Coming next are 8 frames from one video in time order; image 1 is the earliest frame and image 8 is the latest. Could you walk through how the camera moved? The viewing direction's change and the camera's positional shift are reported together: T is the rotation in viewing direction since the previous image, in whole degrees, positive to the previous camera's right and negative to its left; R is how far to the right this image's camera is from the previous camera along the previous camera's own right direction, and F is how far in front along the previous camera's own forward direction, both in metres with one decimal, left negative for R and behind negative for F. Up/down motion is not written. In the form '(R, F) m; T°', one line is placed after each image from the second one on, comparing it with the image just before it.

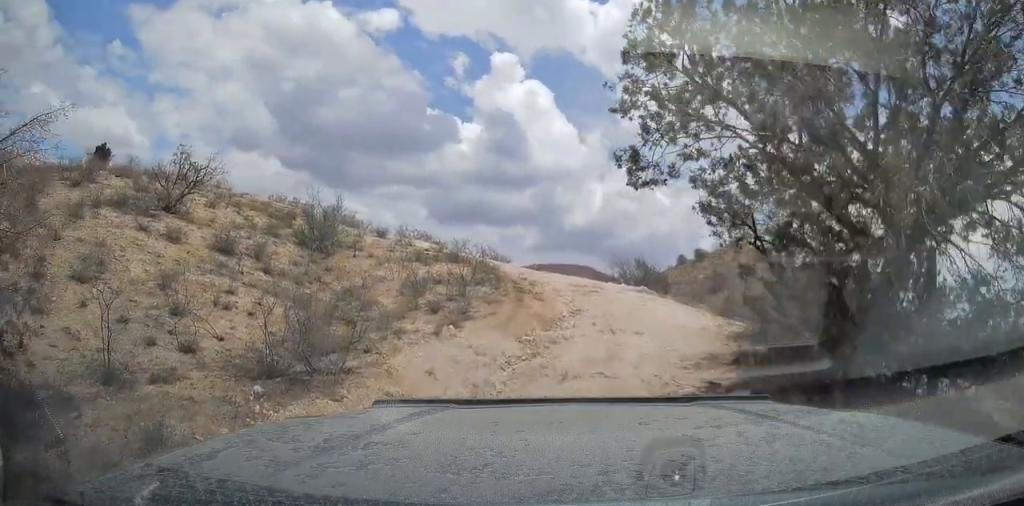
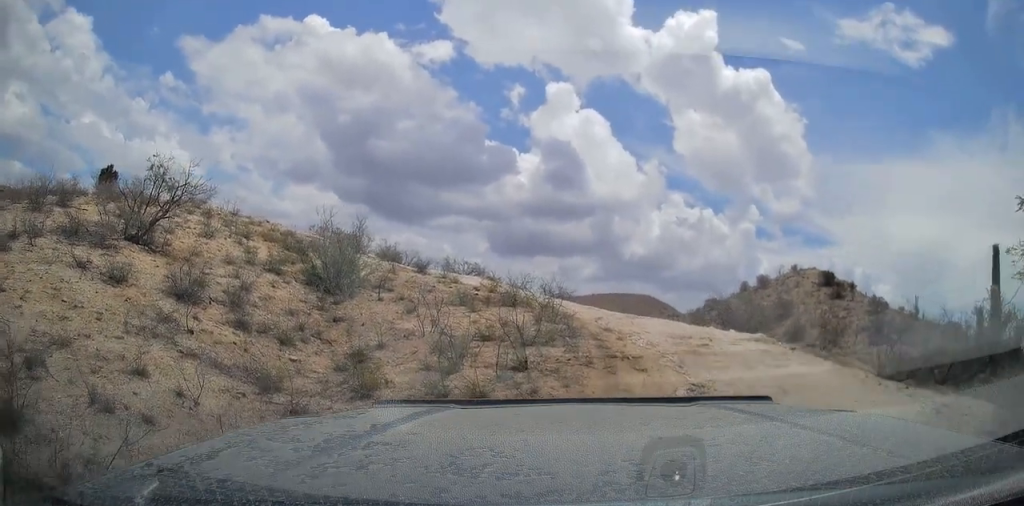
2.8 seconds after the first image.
(-0.5, +5.4) m; -3°
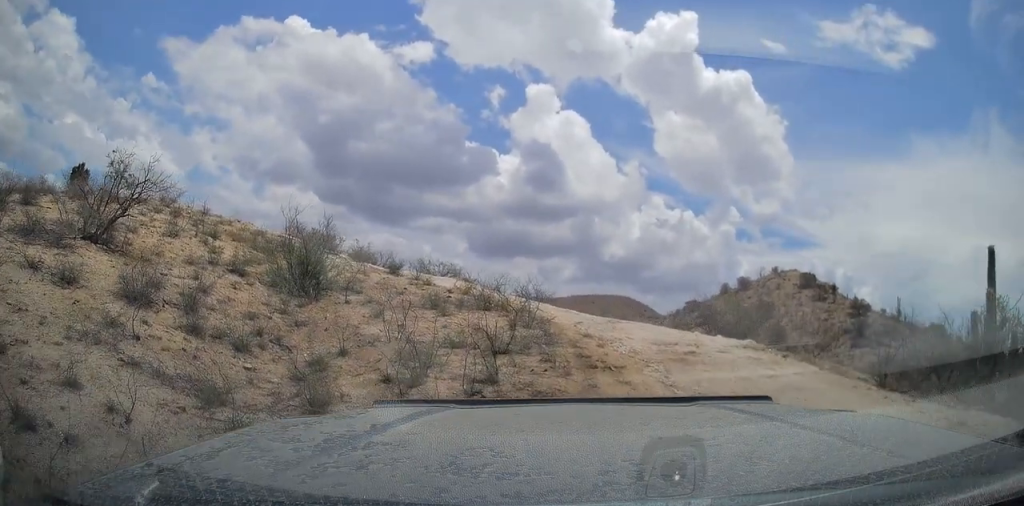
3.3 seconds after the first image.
(0.0, +0.9) m; +2°
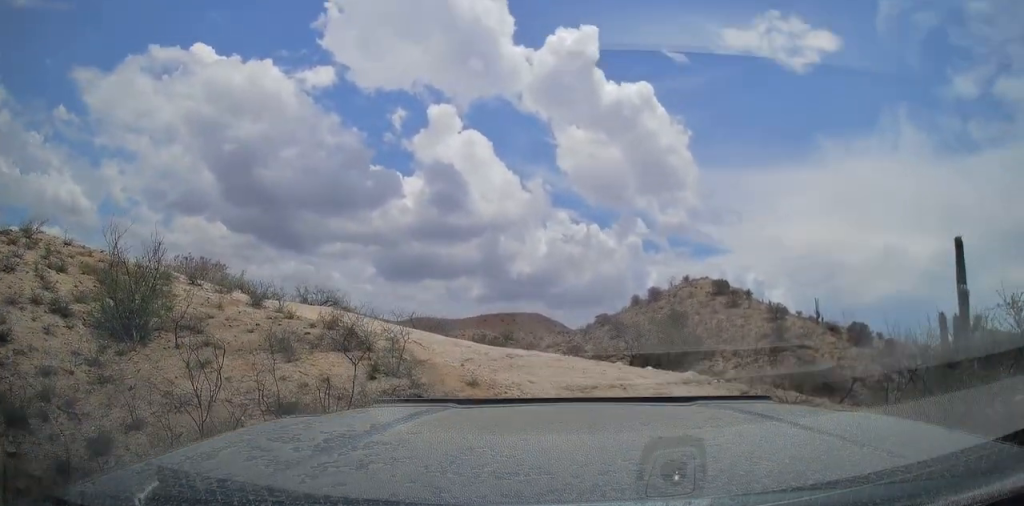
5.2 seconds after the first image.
(+0.3, +3.6) m; +9°
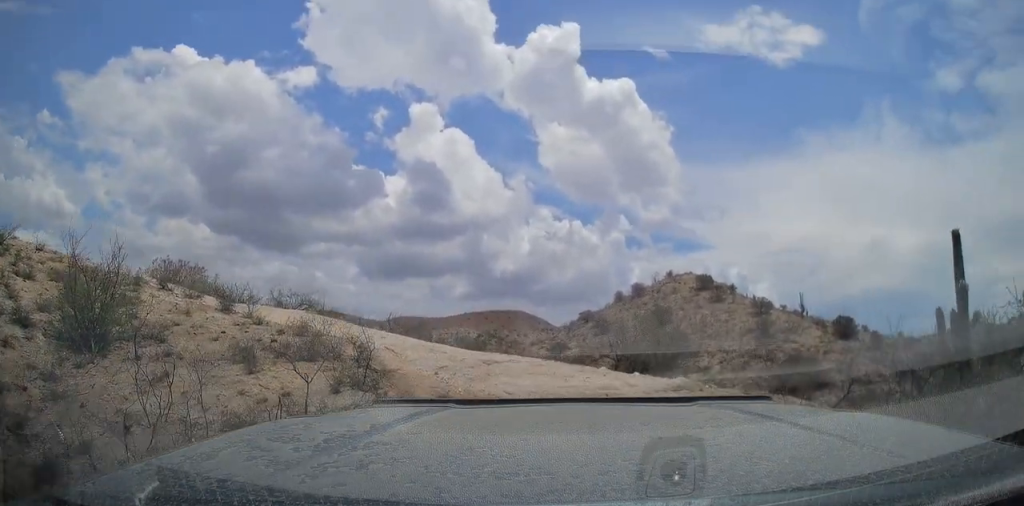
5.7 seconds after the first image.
(0.0, +0.8) m; +2°
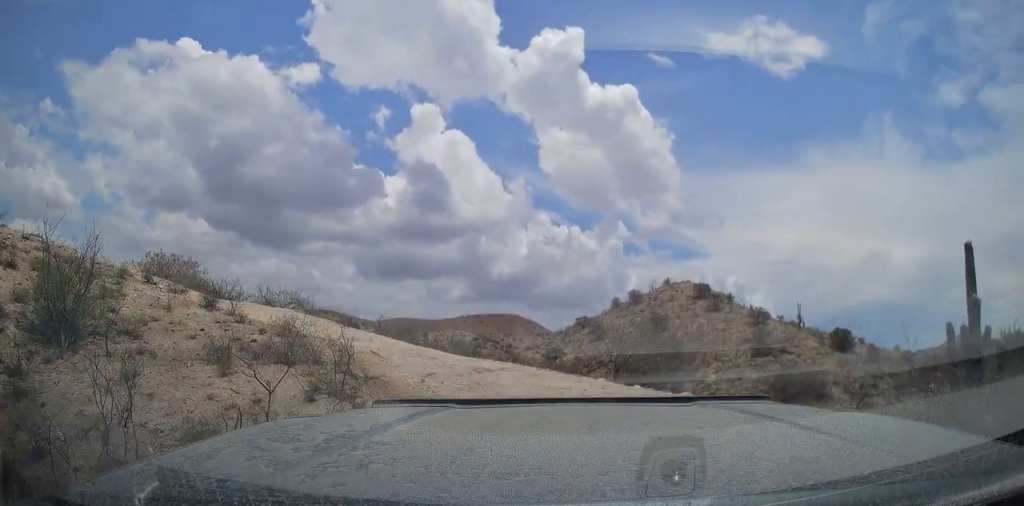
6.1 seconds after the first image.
(0.0, +0.7) m; 0°
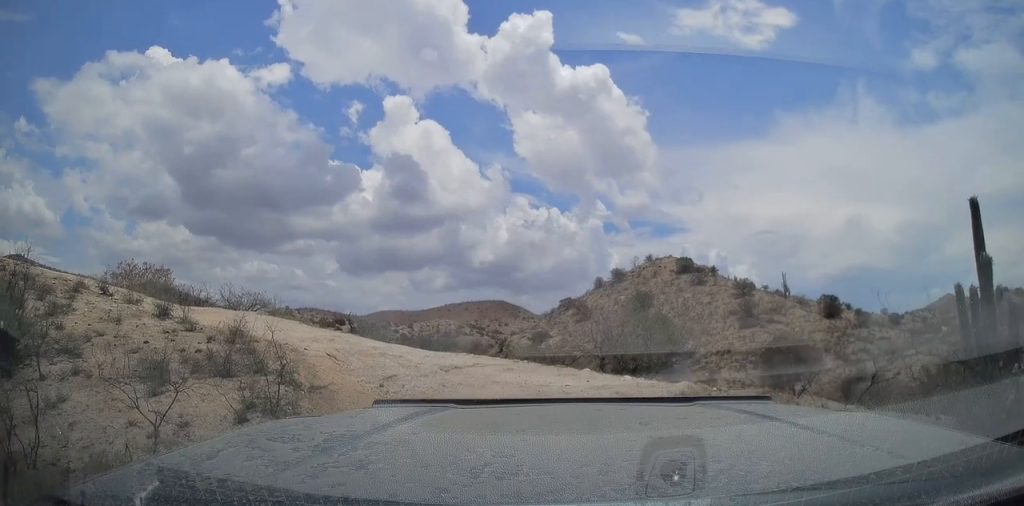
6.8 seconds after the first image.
(0.0, +1.2) m; -1°
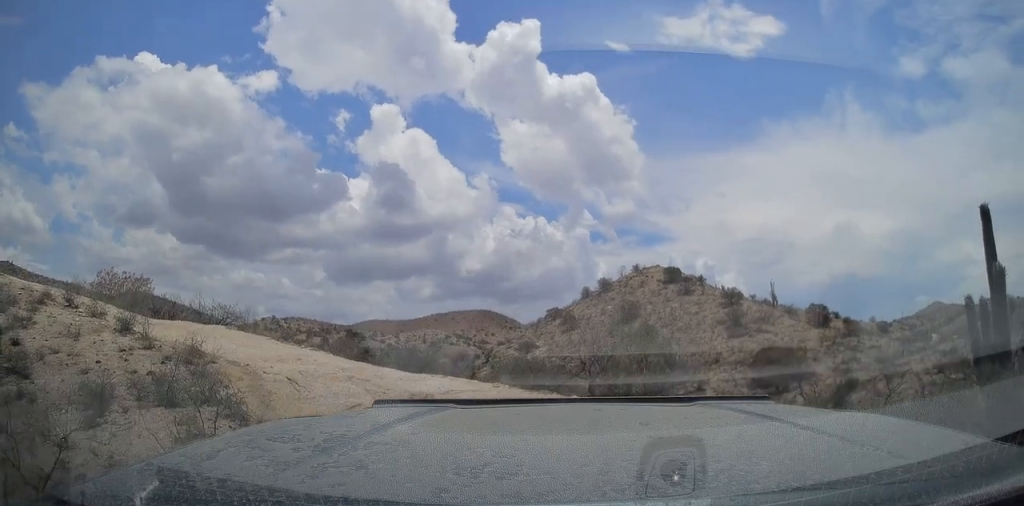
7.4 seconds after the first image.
(0.0, +1.0) m; -4°
